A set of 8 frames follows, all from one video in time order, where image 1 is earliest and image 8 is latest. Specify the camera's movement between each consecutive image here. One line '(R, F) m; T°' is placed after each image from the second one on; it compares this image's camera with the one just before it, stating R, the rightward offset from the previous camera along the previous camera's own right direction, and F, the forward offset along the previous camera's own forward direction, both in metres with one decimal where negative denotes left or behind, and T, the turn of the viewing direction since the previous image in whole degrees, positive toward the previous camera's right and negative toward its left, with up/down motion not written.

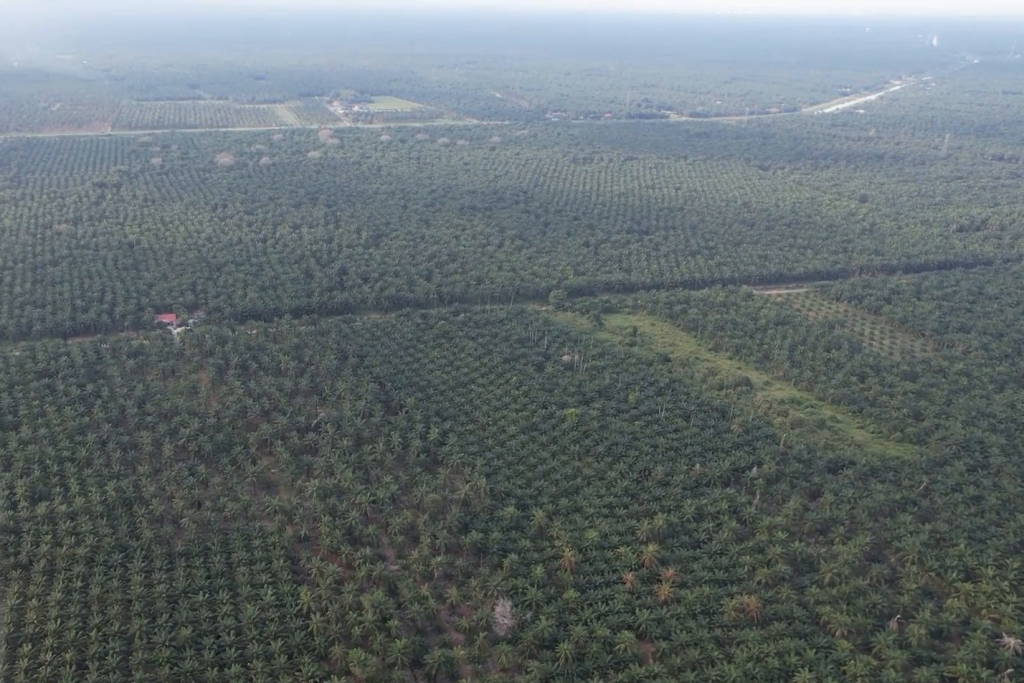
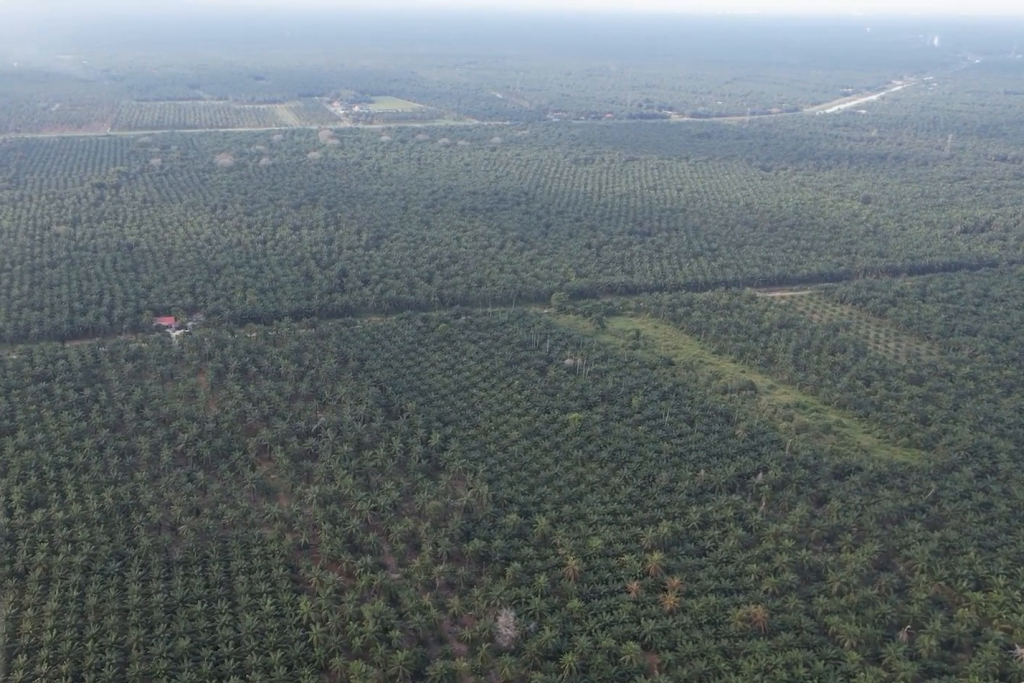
(0.0, +6.0) m; 0°
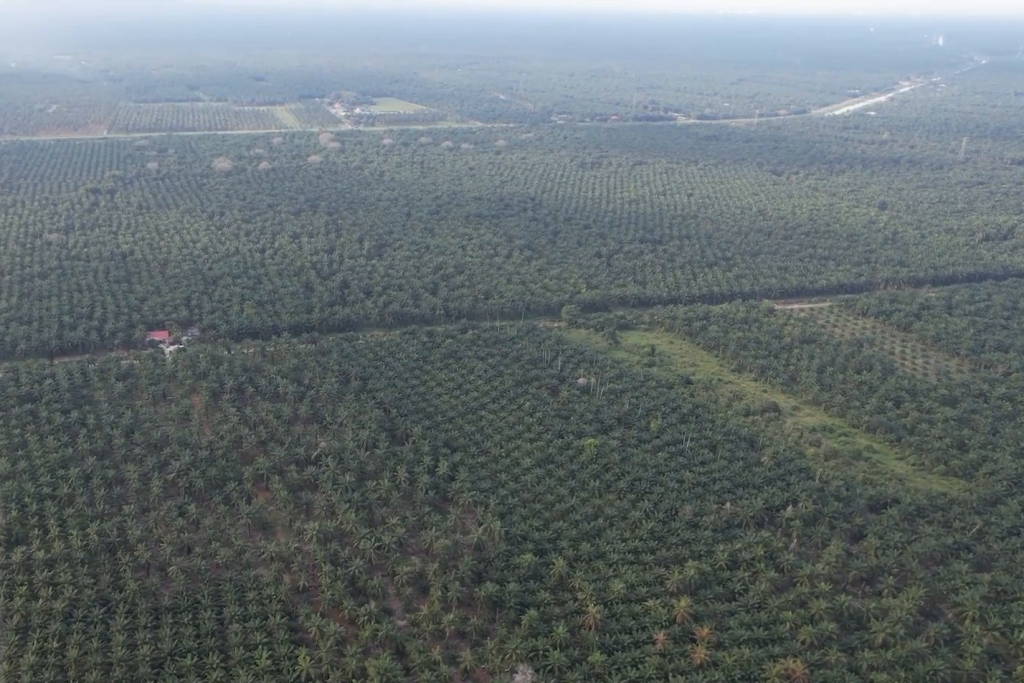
(0.0, +28.7) m; 0°
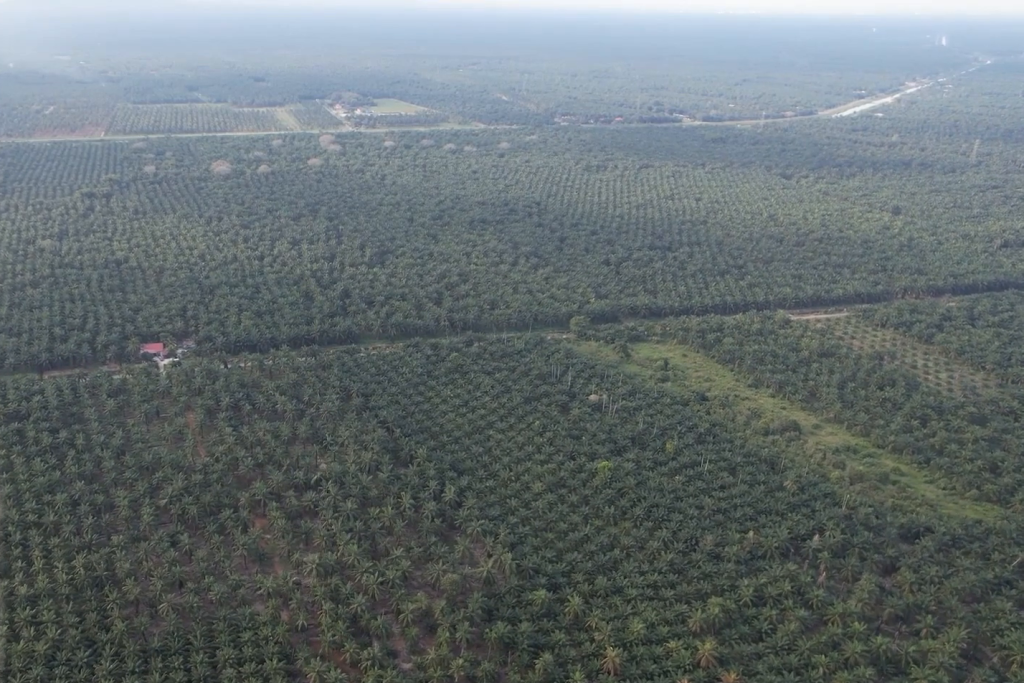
(0.0, +22.7) m; 0°
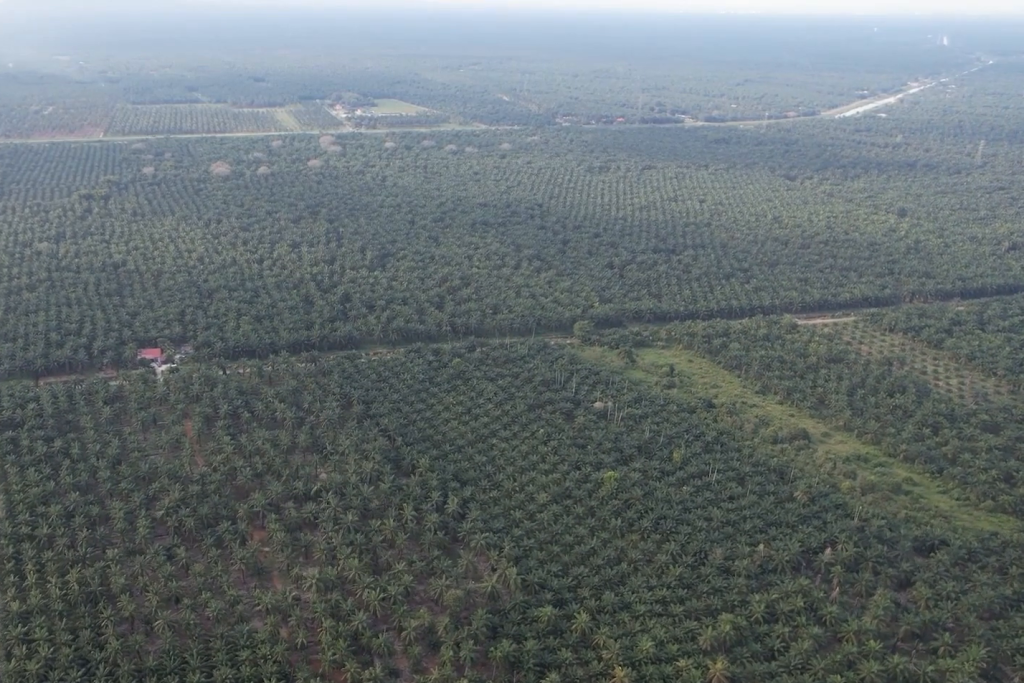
(0.0, +9.6) m; 0°
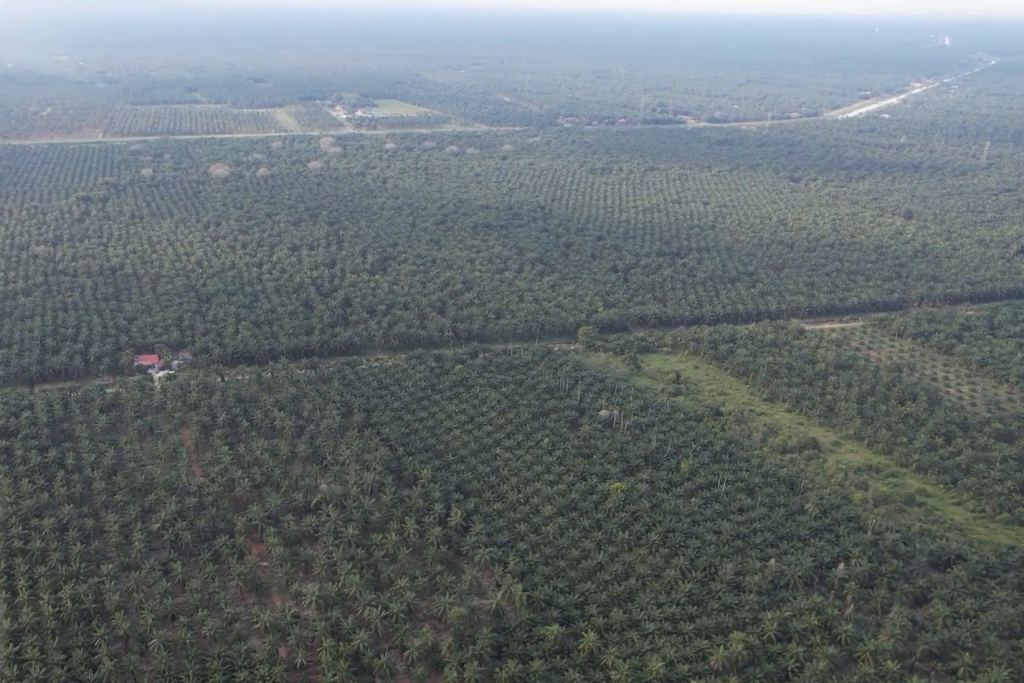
(0.0, +10.2) m; 0°
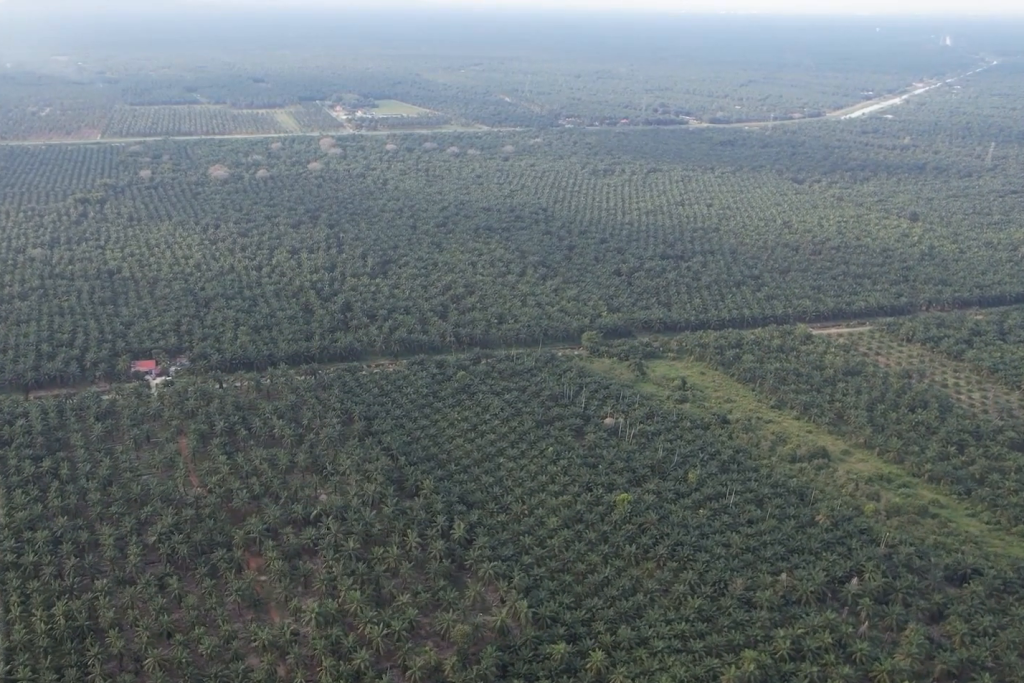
(0.0, +9.5) m; 0°
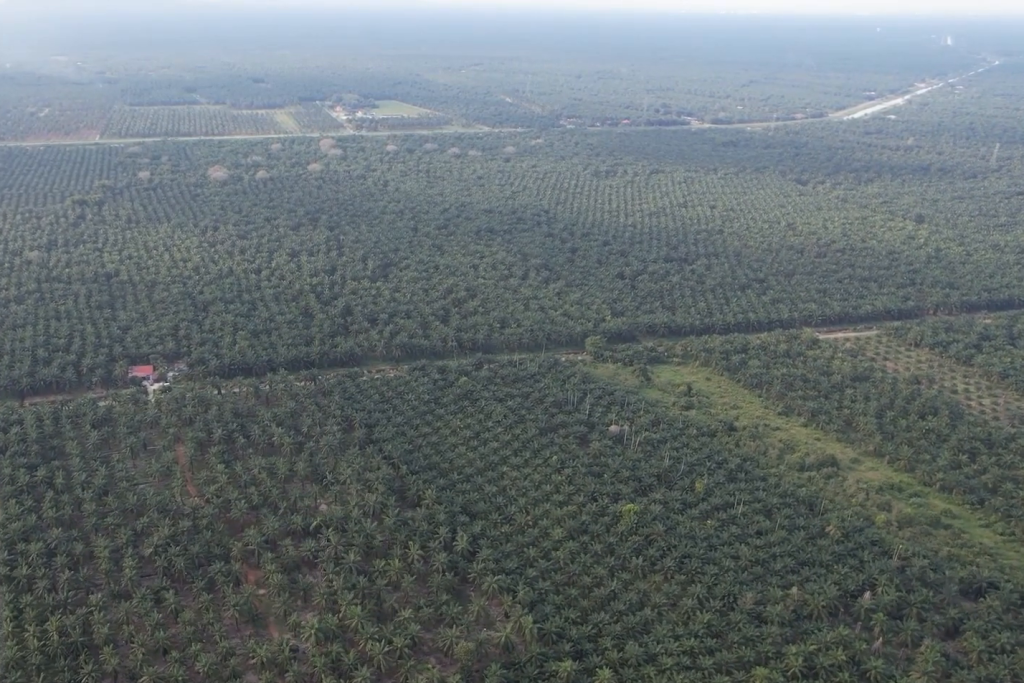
(0.0, +8.4) m; 0°
